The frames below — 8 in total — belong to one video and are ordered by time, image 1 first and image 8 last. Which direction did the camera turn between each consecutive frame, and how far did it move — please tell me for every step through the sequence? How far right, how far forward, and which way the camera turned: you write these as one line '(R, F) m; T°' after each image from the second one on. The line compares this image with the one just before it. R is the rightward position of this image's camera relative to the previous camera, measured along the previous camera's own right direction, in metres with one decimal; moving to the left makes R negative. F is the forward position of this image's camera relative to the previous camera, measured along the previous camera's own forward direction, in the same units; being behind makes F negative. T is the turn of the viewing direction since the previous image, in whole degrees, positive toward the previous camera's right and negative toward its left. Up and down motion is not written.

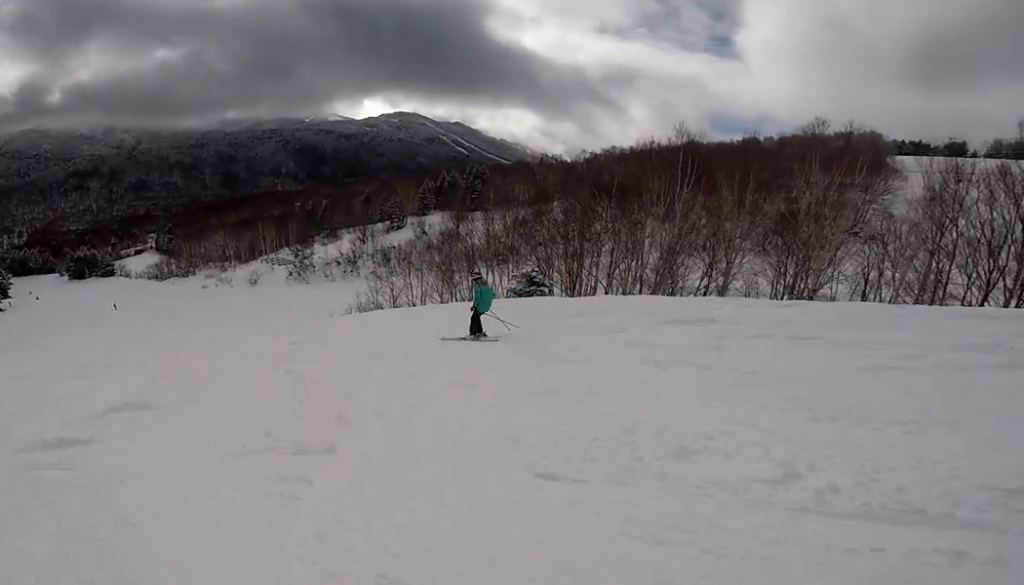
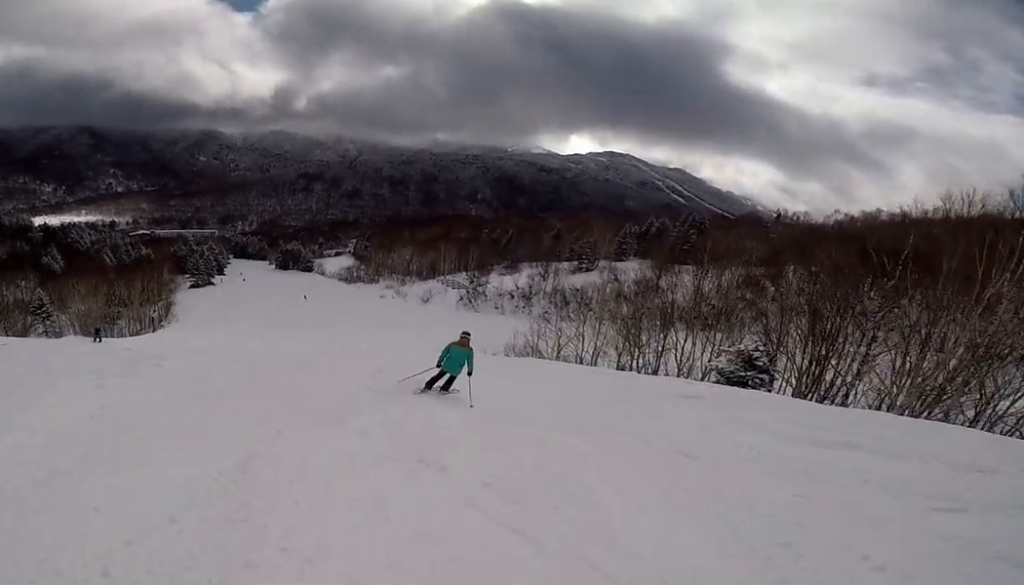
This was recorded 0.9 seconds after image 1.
(-0.9, +3.8) m; -23°
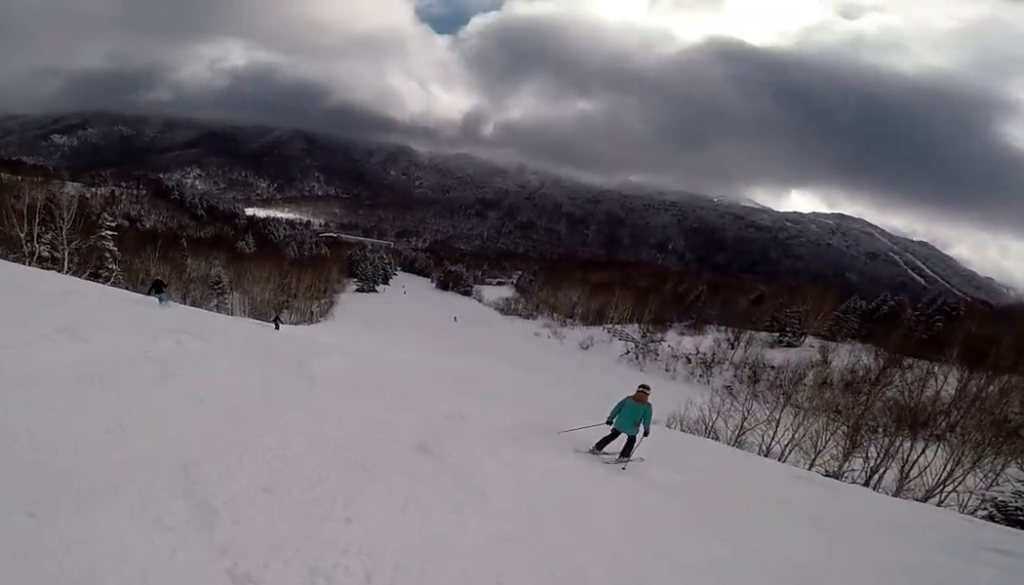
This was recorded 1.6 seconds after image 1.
(-0.6, +3.5) m; -8°
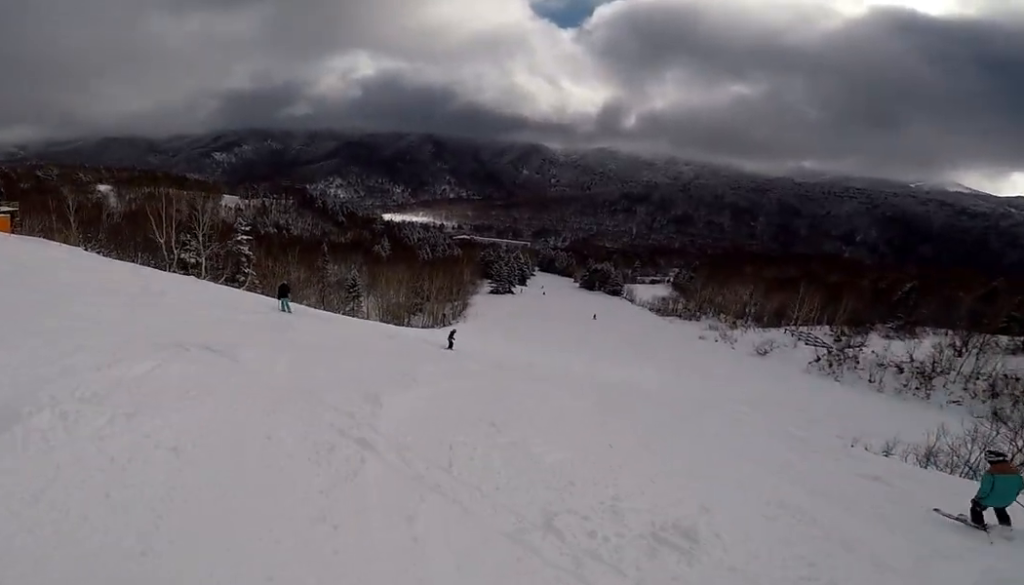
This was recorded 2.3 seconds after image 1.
(-0.1, +3.8) m; +2°
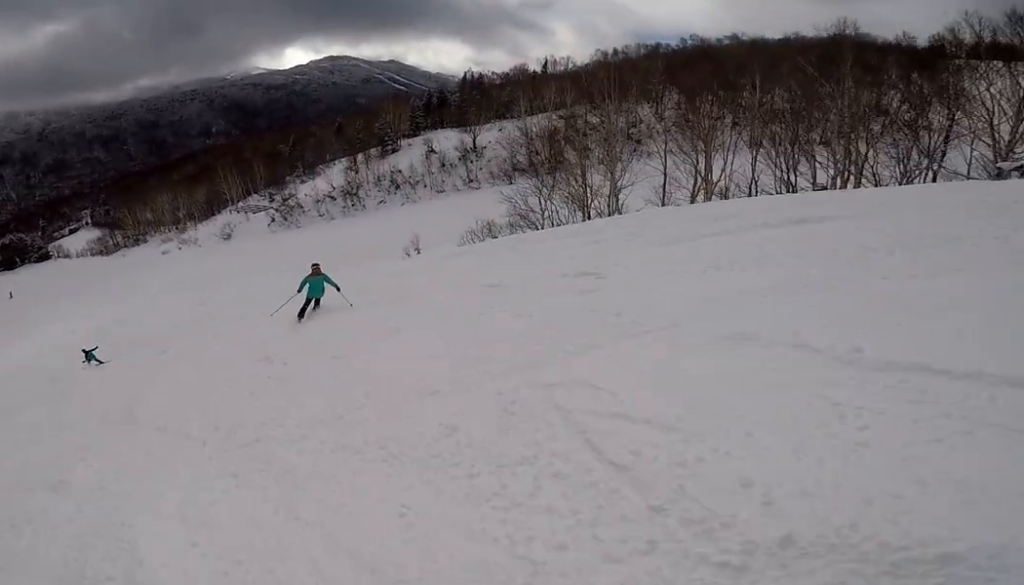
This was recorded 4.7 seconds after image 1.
(+5.0, +10.5) m; +53°
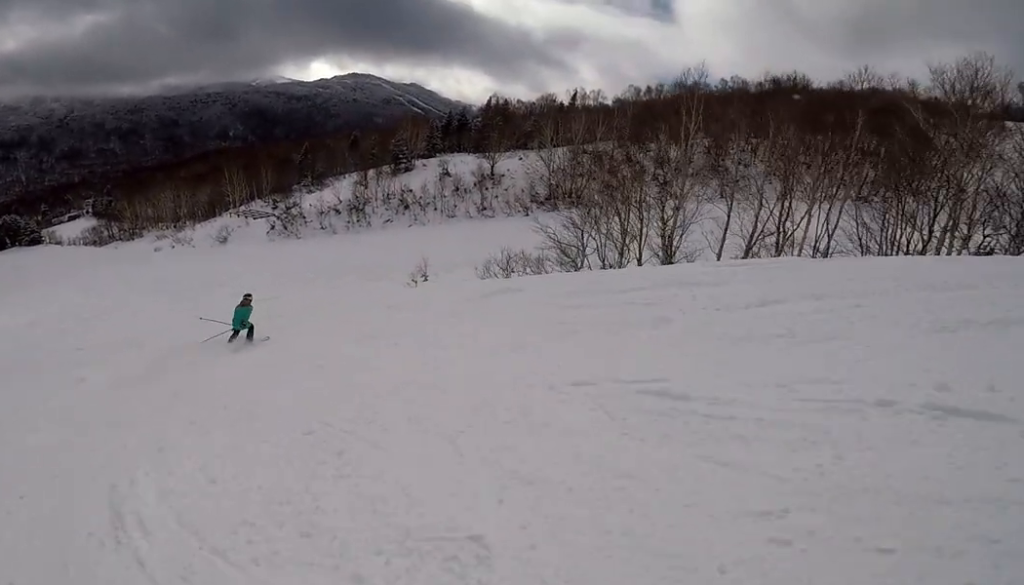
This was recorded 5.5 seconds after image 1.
(+0.1, +4.8) m; -18°
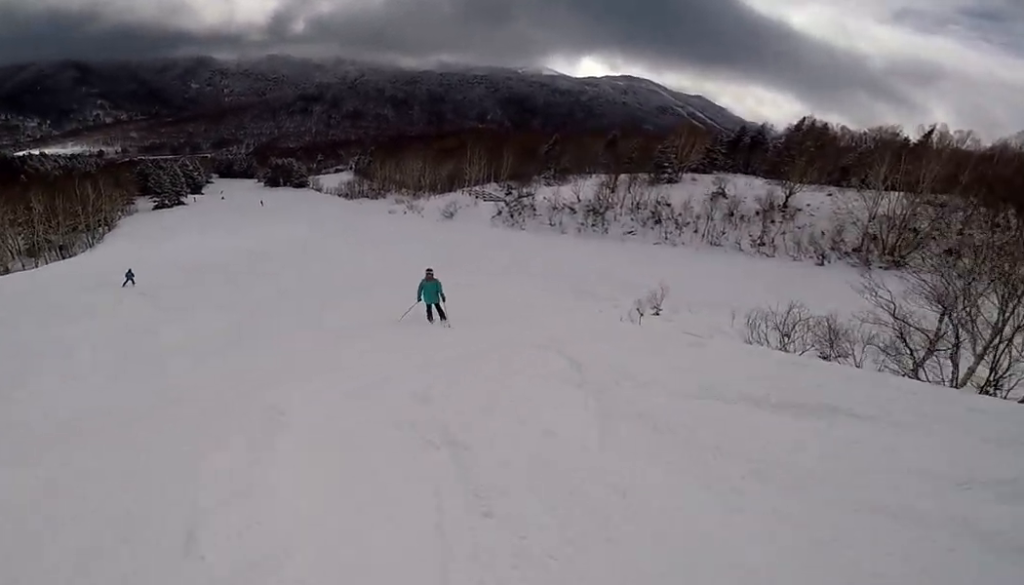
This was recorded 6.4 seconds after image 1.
(-1.7, +4.9) m; -24°
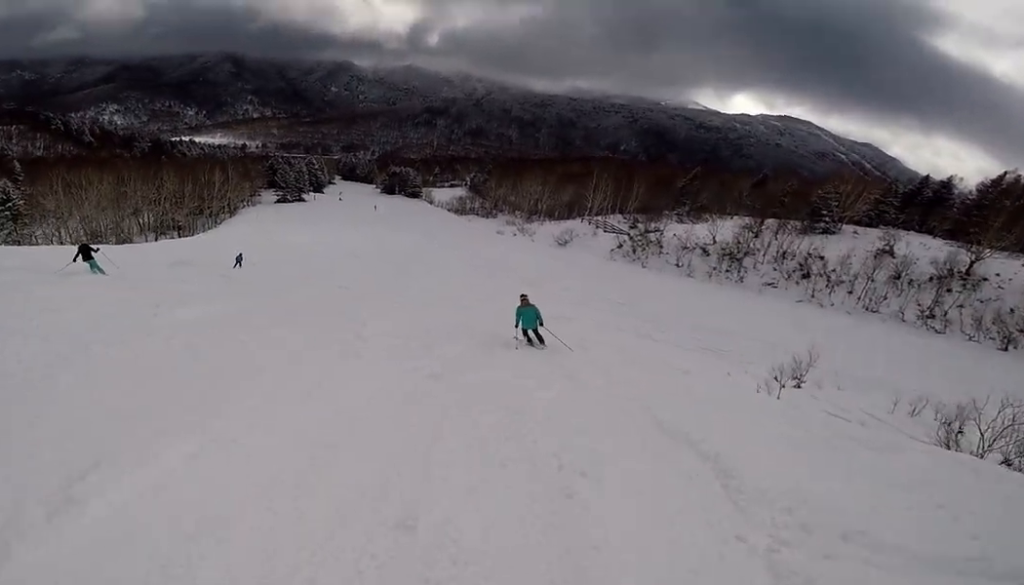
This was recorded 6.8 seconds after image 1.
(-0.5, +2.9) m; -8°
